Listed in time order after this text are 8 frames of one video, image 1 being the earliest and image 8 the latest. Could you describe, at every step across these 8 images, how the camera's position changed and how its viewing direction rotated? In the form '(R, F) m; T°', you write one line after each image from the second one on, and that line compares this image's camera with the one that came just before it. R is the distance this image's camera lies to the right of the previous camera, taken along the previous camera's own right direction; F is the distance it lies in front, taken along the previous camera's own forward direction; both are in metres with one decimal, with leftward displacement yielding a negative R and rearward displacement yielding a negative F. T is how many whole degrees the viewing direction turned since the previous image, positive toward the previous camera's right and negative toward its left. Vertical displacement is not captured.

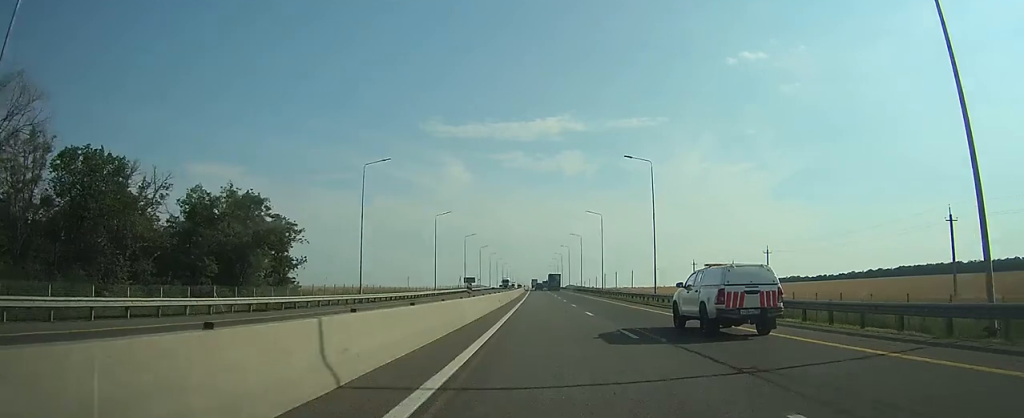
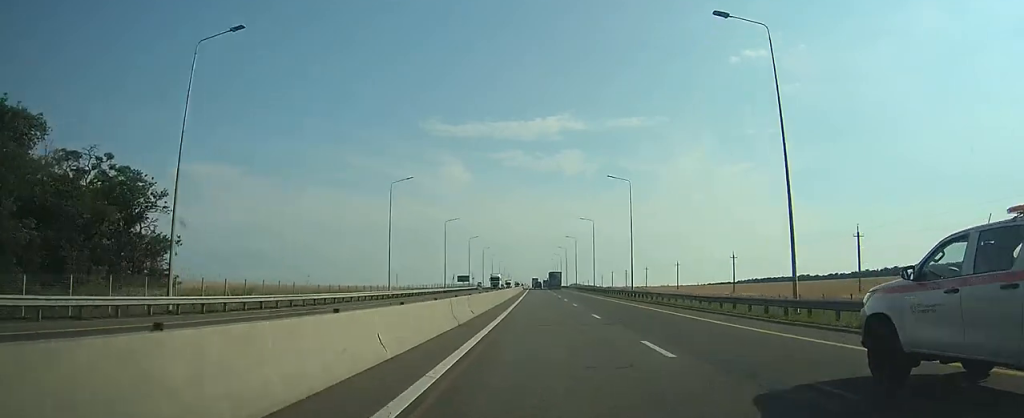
(0.0, +28.3) m; 0°
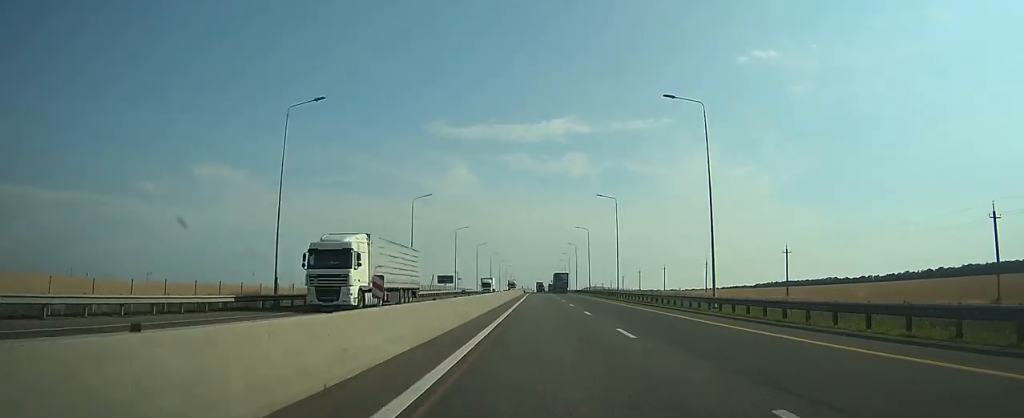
(-0.3, +67.7) m; 0°
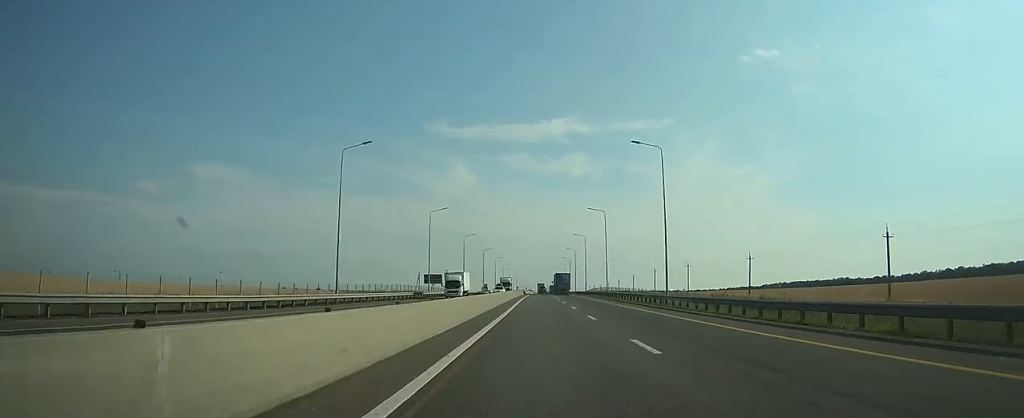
(0.0, +27.8) m; 0°
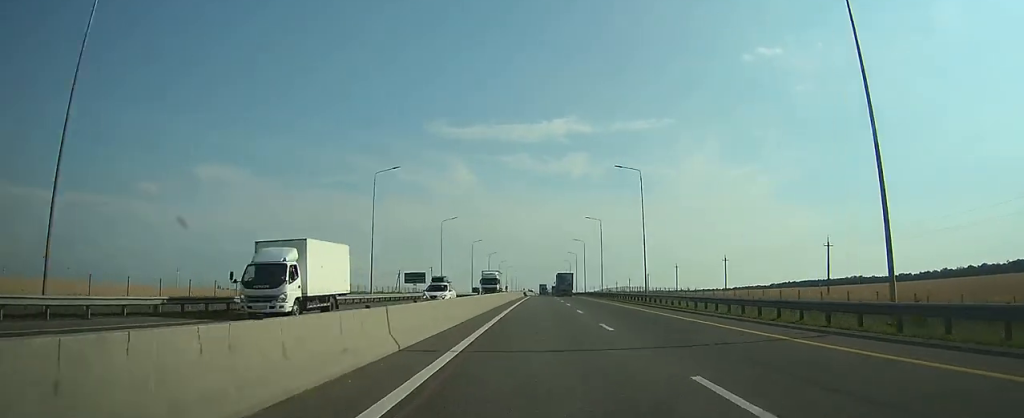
(0.0, +30.1) m; 0°
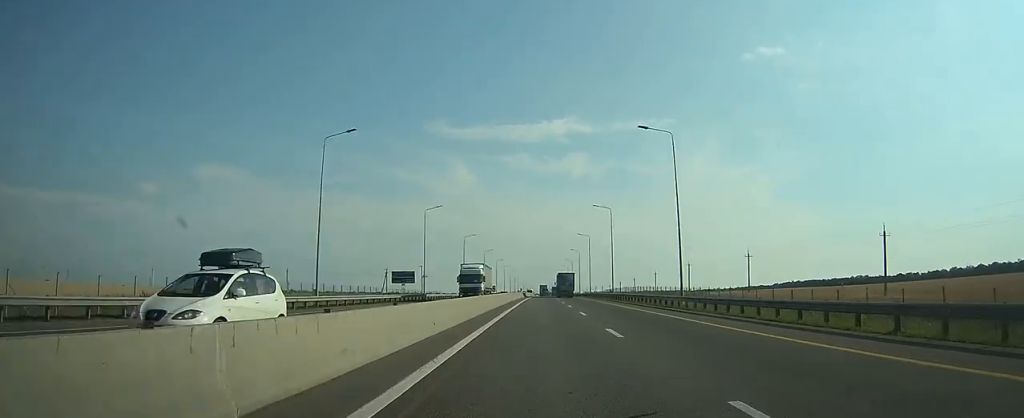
(0.0, +14.0) m; 0°
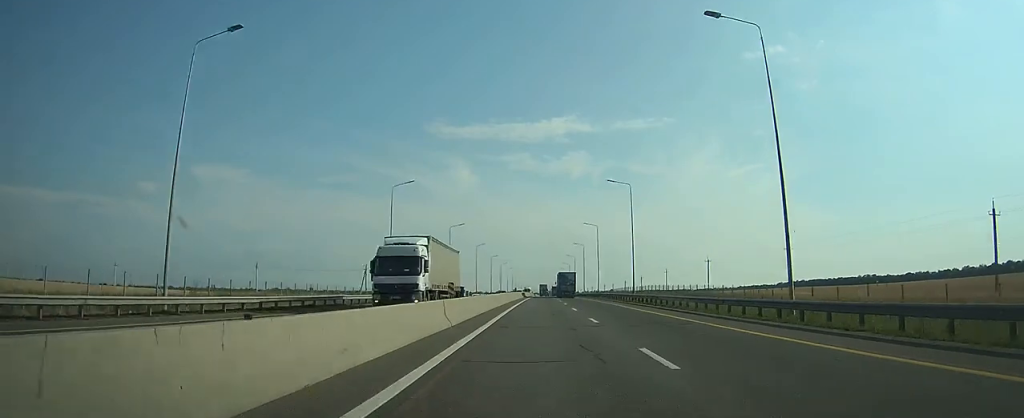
(0.0, +18.4) m; 0°
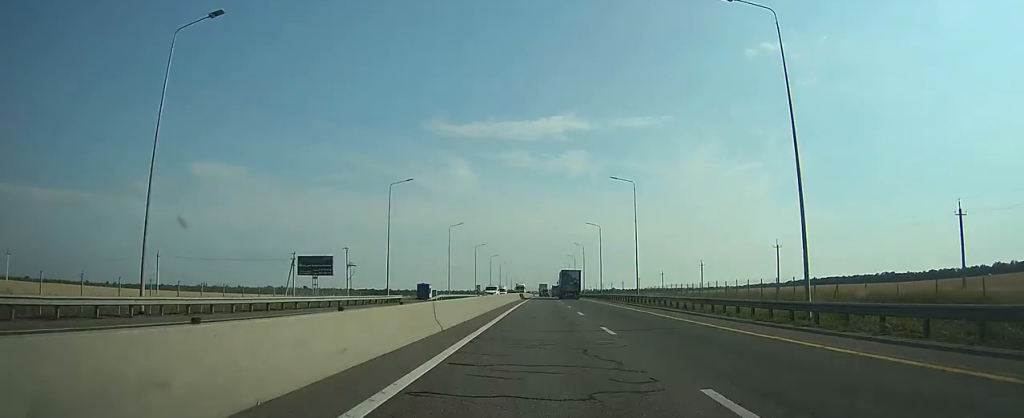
(0.0, +41.2) m; 0°
